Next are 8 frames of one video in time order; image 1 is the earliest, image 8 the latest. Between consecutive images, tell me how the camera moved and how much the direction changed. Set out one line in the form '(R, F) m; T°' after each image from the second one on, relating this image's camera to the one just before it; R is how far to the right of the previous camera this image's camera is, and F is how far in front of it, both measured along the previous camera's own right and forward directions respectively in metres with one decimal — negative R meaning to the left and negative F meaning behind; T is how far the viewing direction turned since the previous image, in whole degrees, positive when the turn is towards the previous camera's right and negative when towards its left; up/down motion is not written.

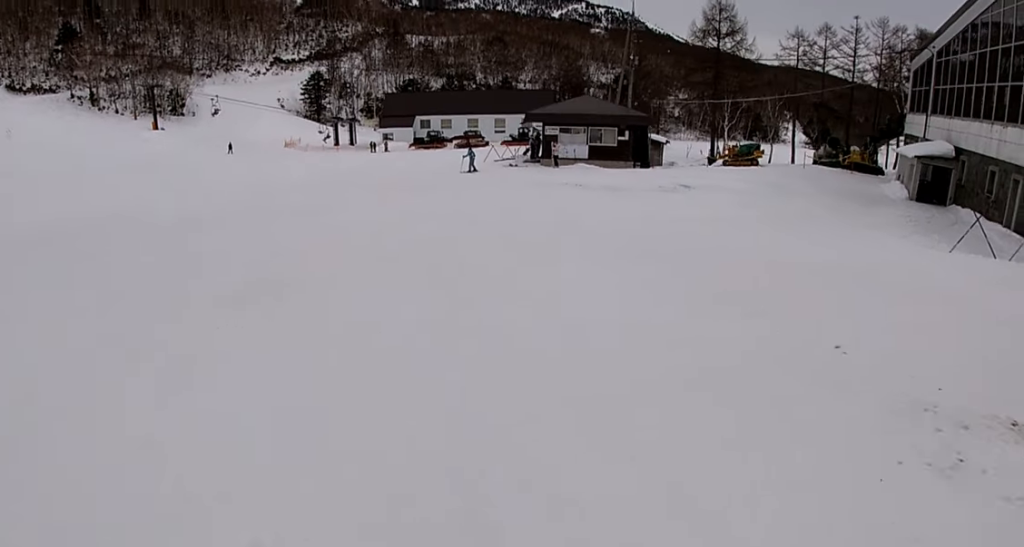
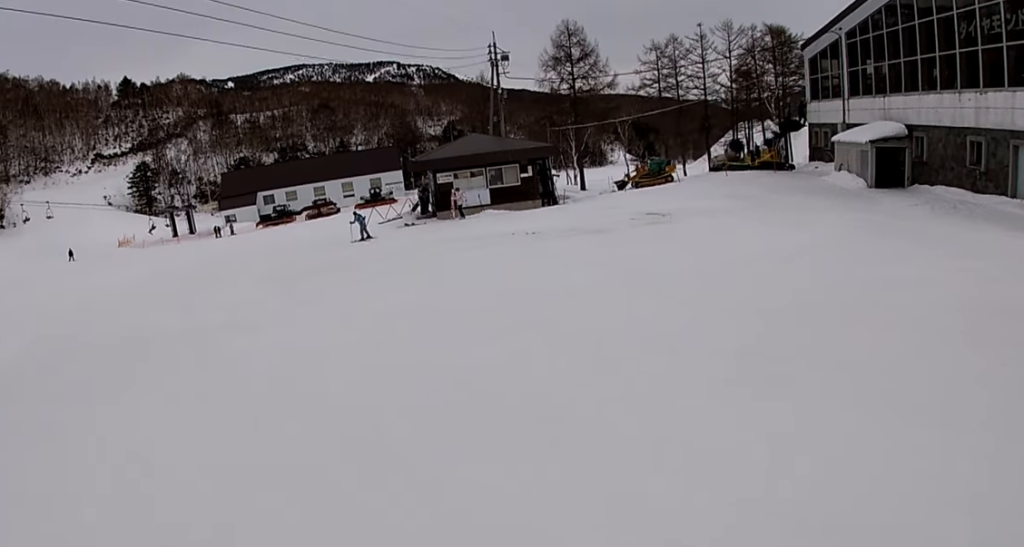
(0.0, +7.0) m; +1°
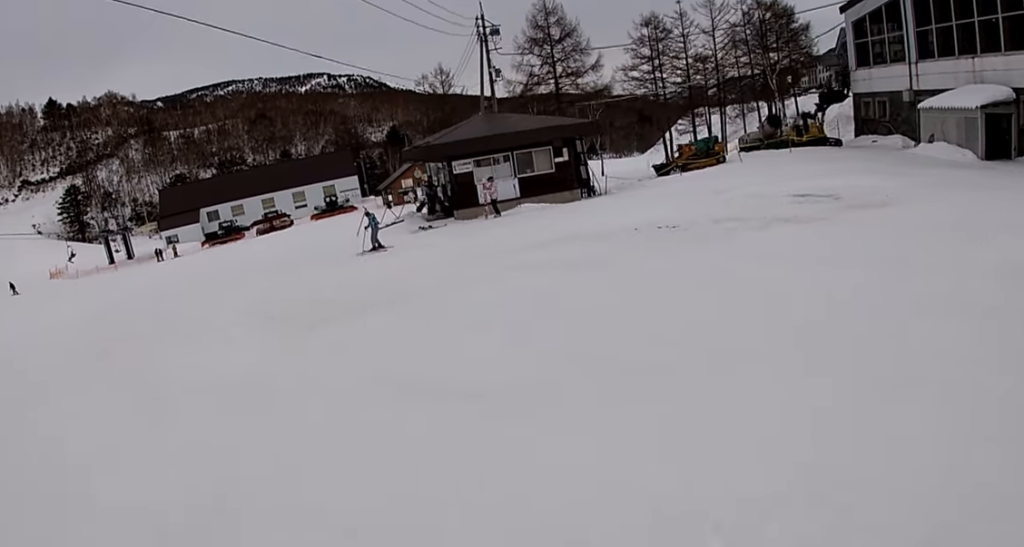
(-0.1, +7.7) m; +6°
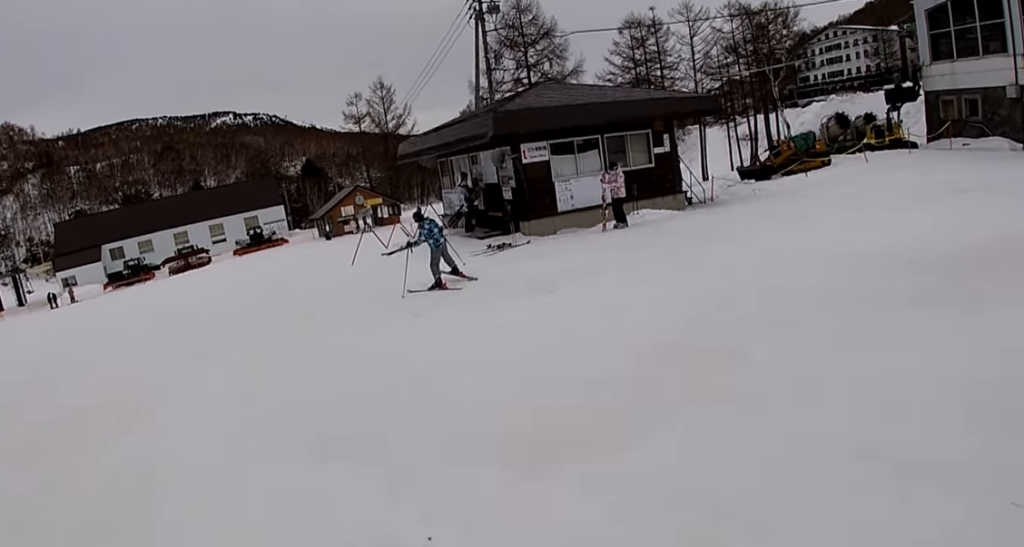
(+1.4, +9.7) m; +15°
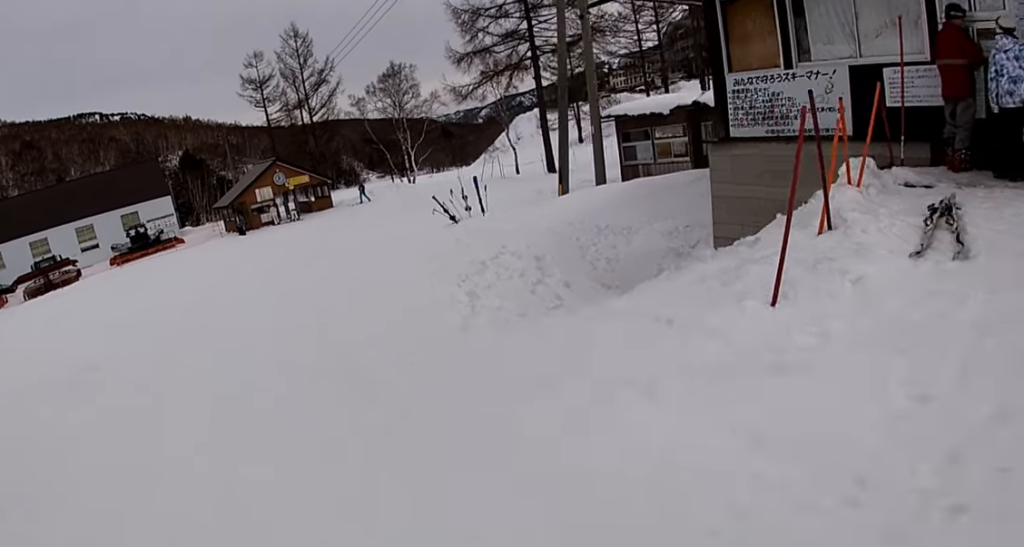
(+2.5, +13.8) m; +19°
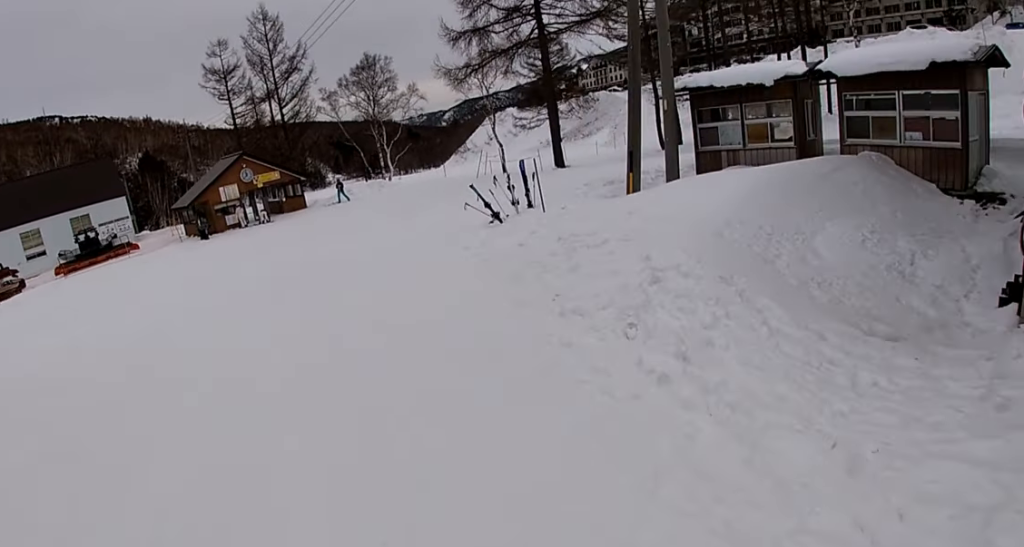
(+0.3, +4.4) m; +6°
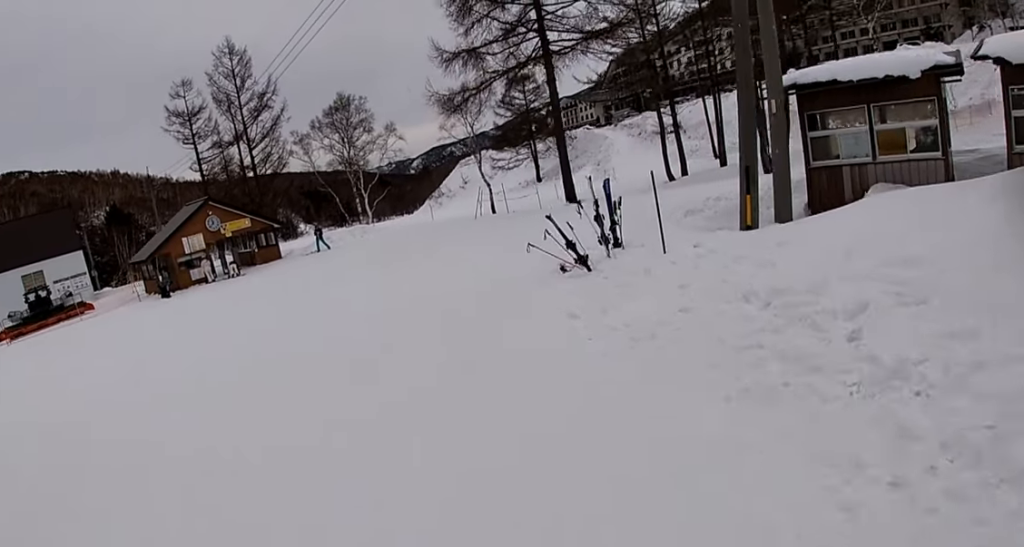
(+0.4, +4.1) m; +4°
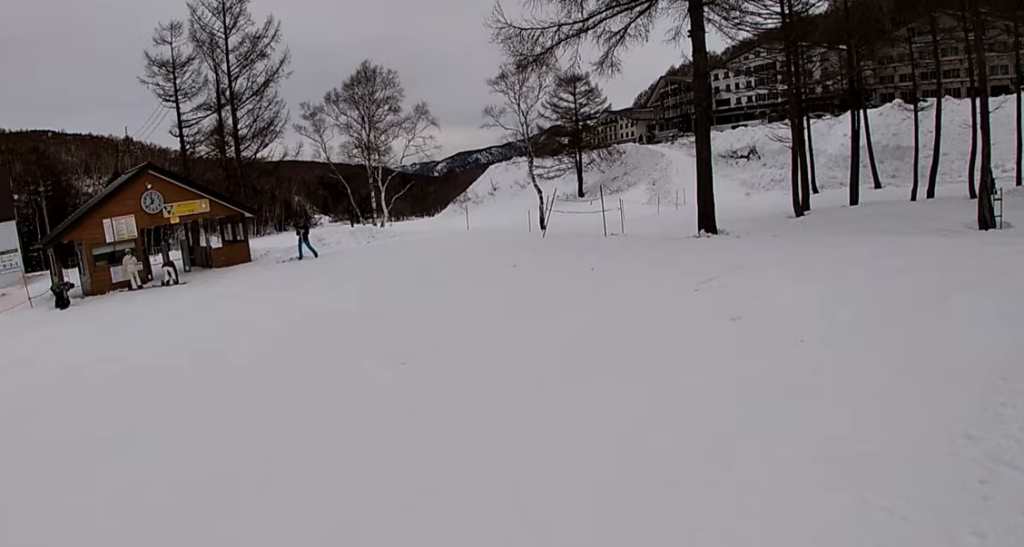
(+0.8, +9.8) m; +10°
